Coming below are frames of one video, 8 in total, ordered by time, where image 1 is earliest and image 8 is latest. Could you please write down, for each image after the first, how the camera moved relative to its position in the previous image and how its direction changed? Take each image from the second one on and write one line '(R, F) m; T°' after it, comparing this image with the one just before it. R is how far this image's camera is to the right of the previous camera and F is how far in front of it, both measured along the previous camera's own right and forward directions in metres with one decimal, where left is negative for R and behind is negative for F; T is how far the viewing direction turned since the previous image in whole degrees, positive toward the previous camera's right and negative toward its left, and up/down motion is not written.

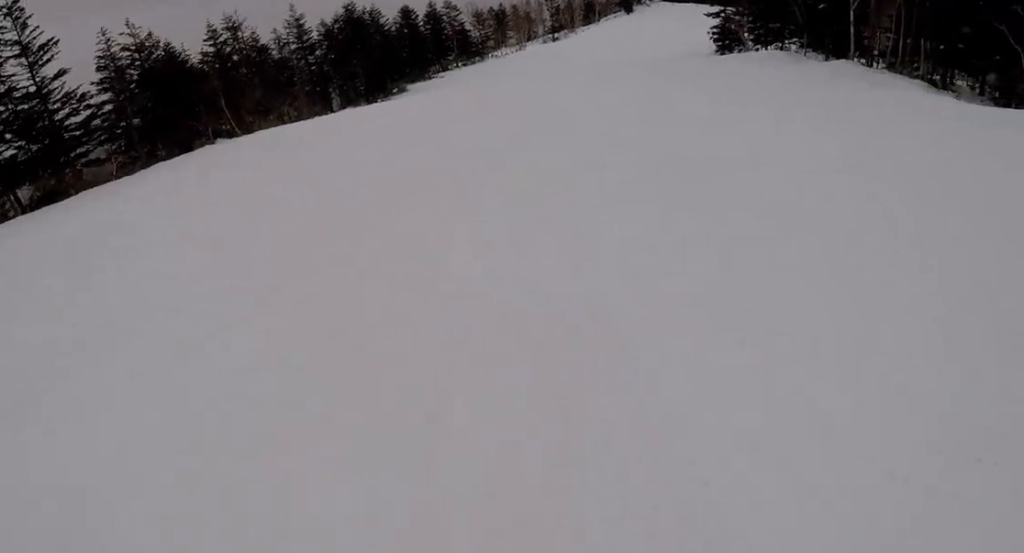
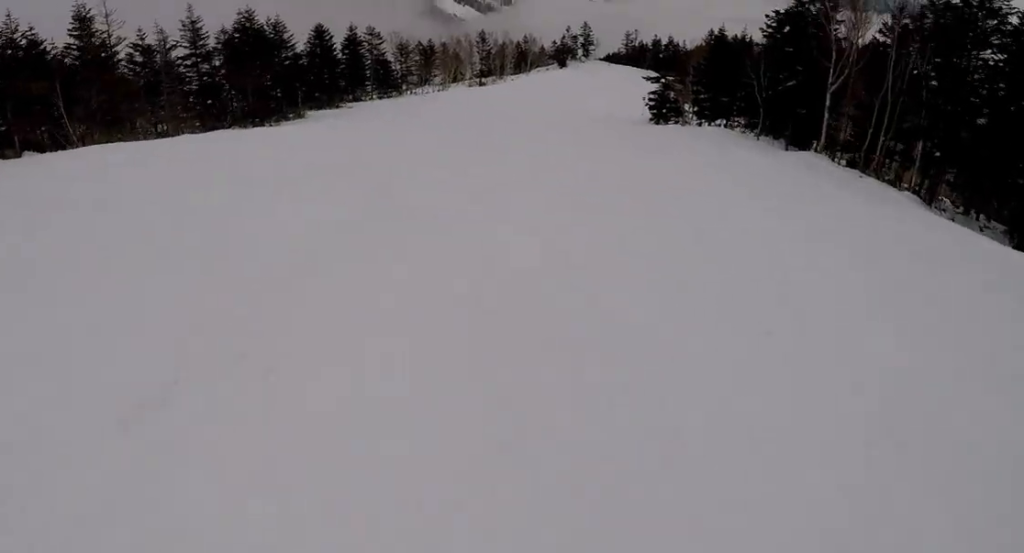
(-0.4, +6.6) m; -12°
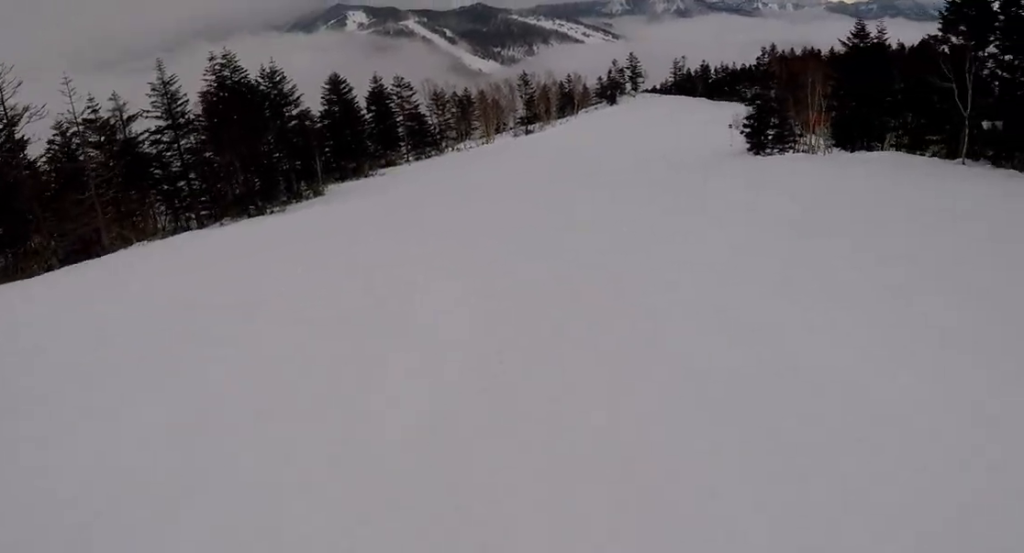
(+2.8, +12.0) m; +20°
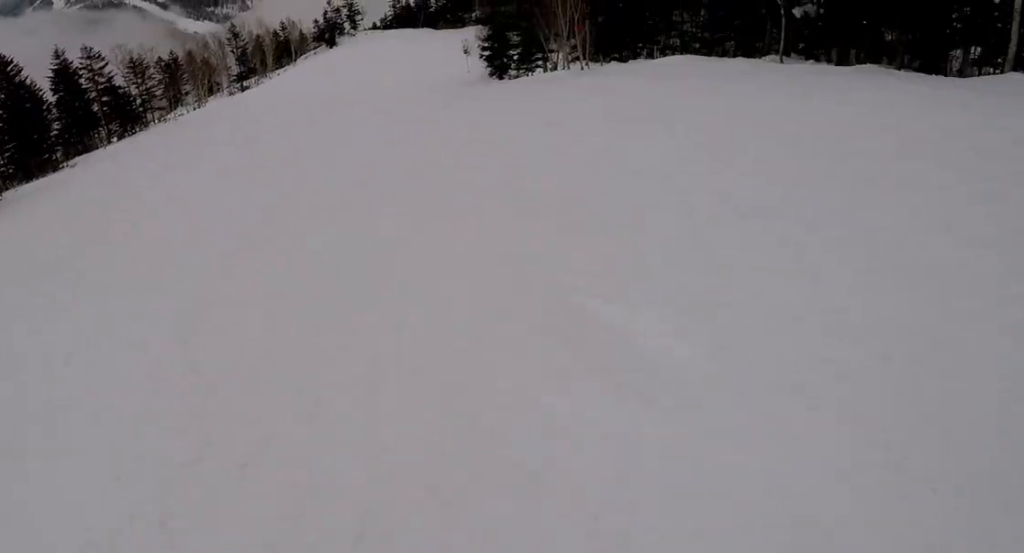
(-1.0, +7.6) m; -11°
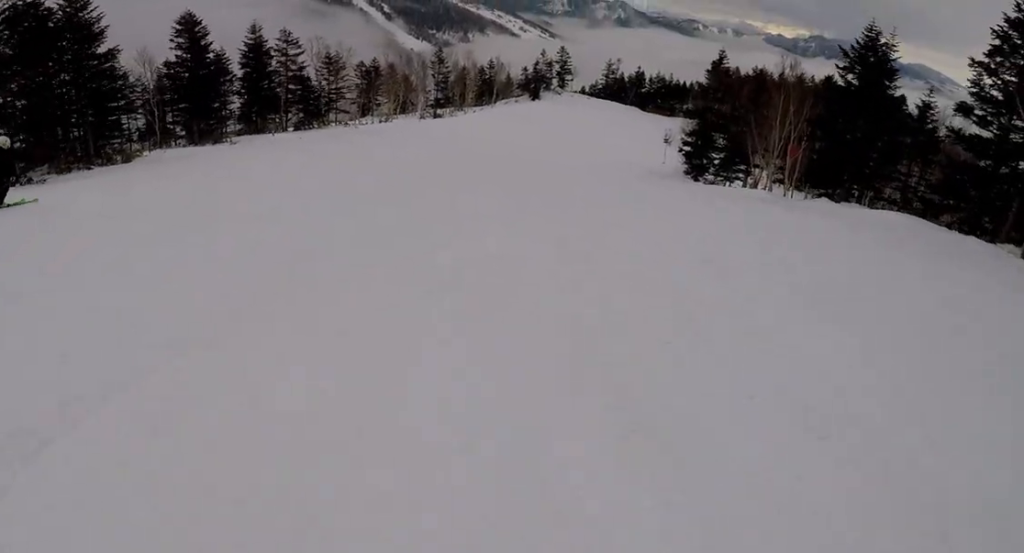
(-0.1, +3.6) m; 0°
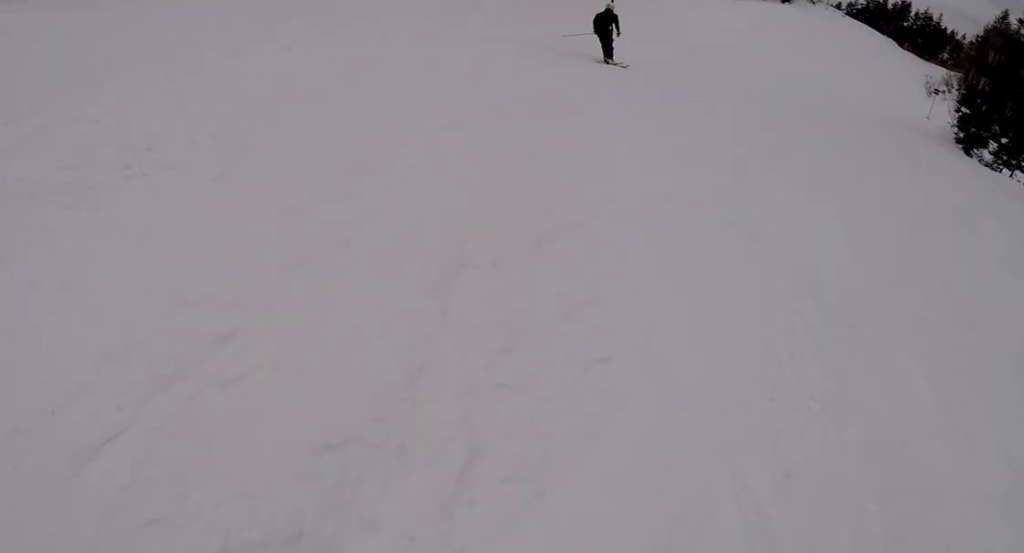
(+0.8, +8.2) m; +12°
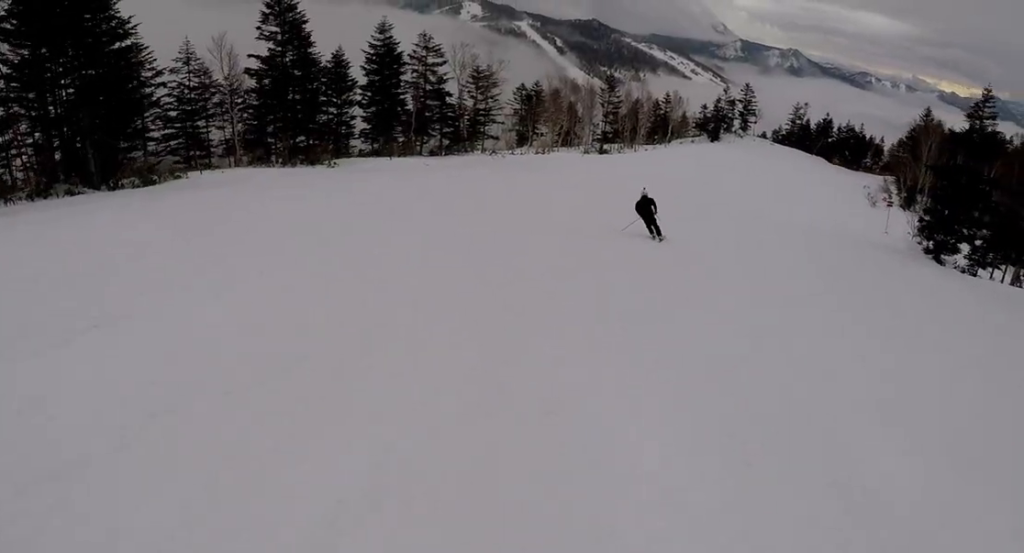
(+0.3, +3.7) m; +5°
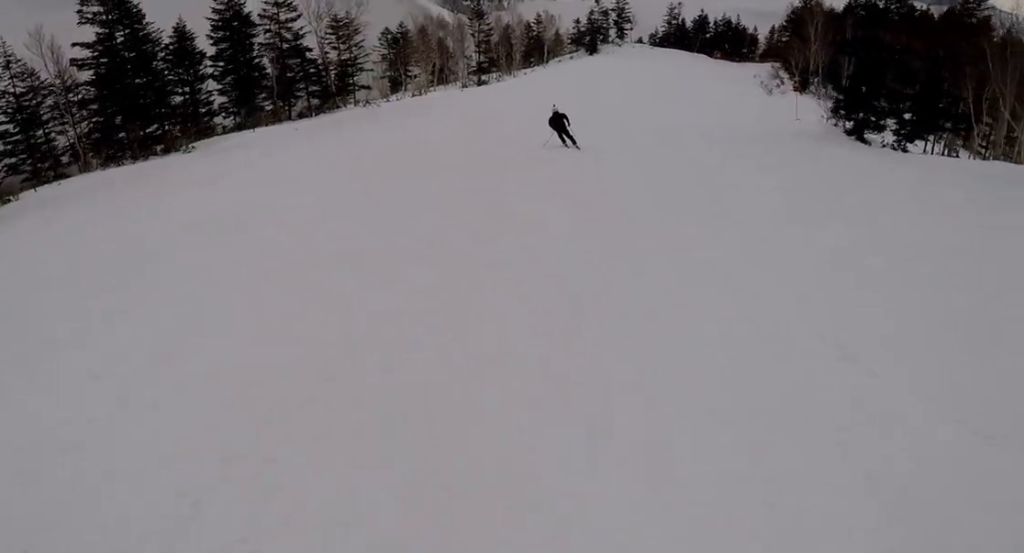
(0.0, +3.2) m; -3°
